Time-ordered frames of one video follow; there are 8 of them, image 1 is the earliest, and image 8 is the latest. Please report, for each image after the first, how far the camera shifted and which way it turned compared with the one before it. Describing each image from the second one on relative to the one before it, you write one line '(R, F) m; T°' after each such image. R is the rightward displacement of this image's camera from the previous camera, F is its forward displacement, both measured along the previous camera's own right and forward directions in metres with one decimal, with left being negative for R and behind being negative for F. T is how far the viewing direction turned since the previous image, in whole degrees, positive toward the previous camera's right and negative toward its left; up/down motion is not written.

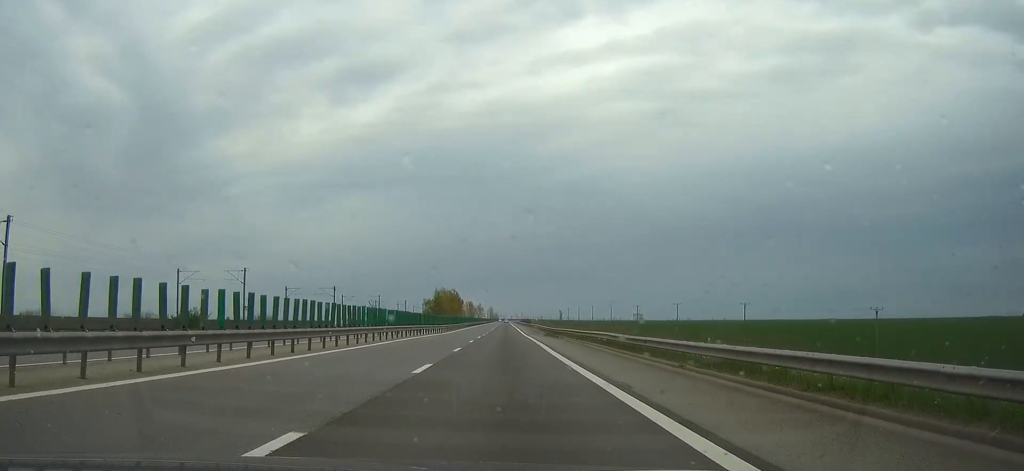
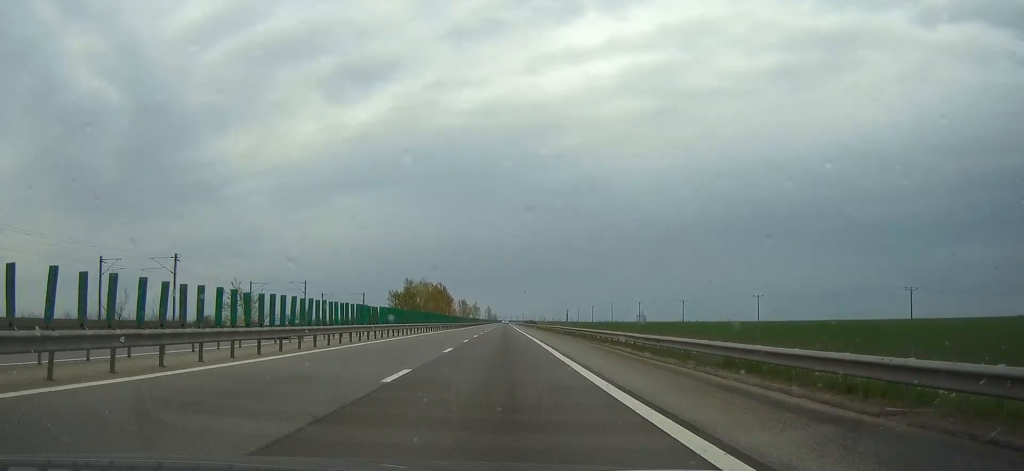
(-0.1, +75.2) m; 0°
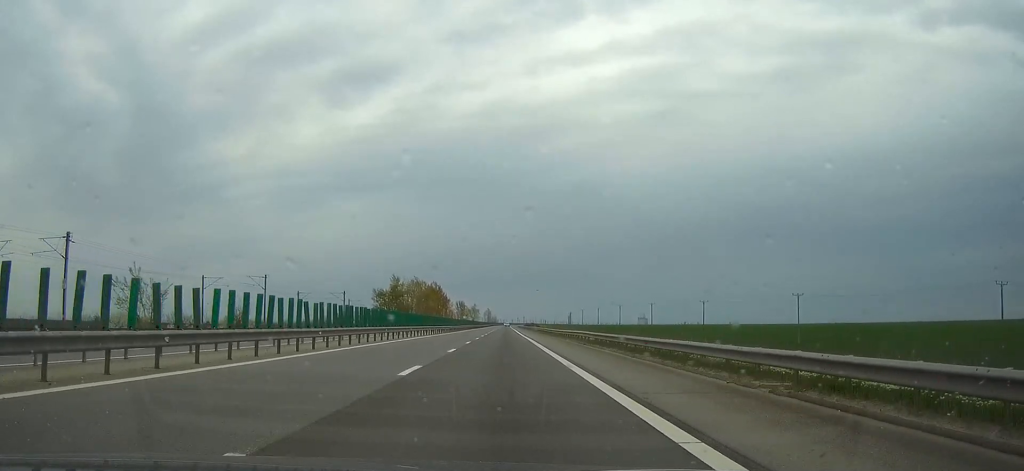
(0.0, +22.3) m; 0°
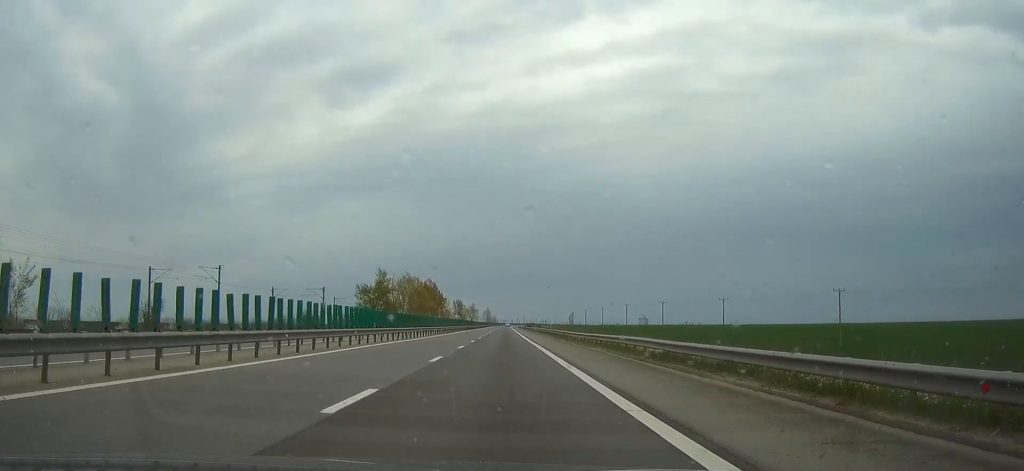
(-0.1, +18.1) m; 0°
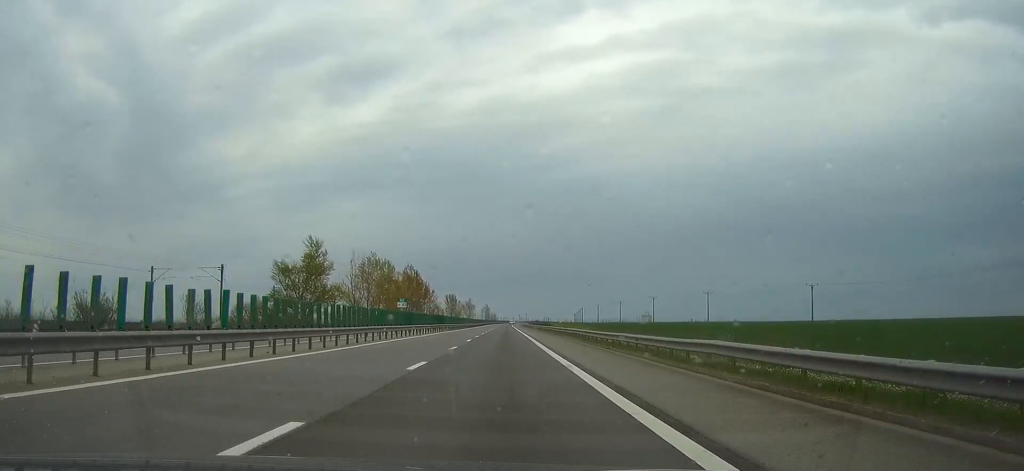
(+0.1, +51.8) m; 0°
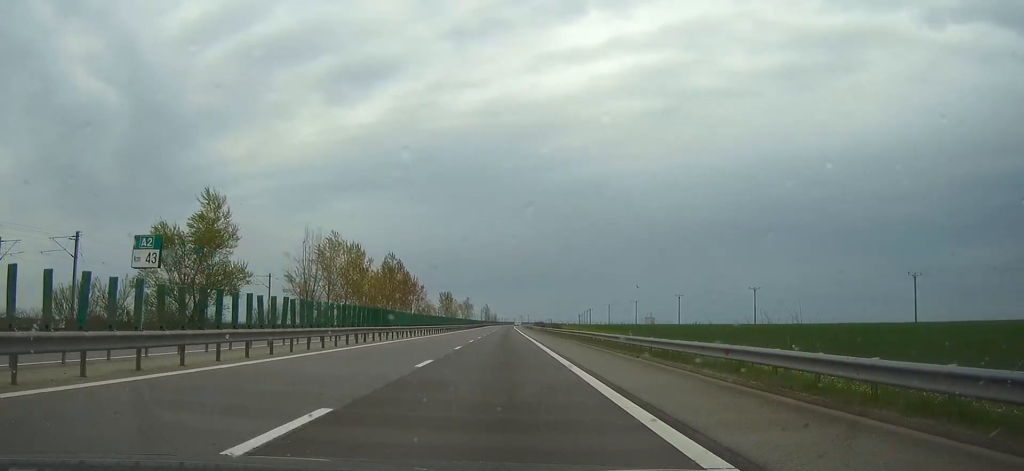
(-0.1, +32.3) m; 0°
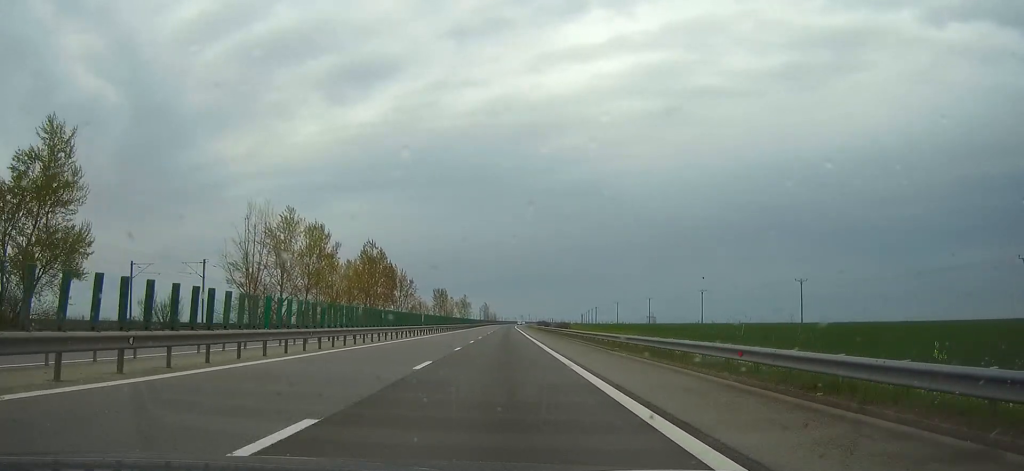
(0.0, +21.3) m; 0°
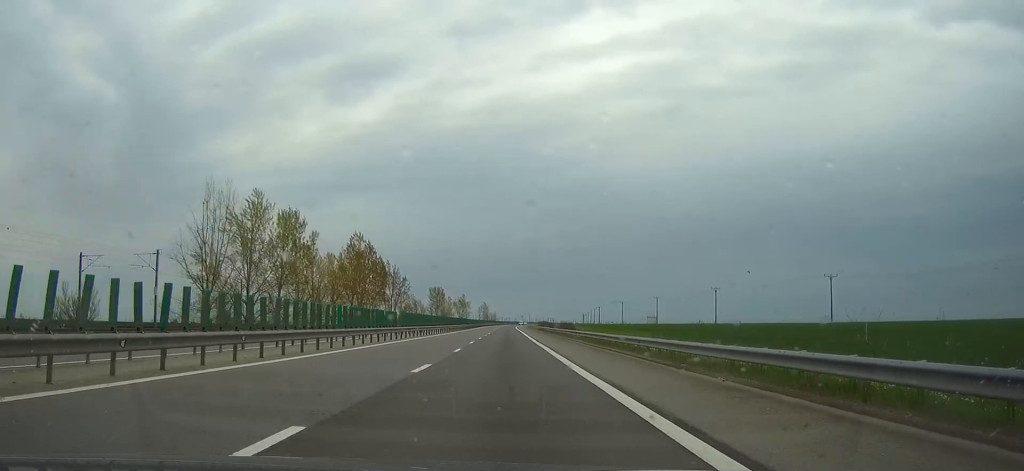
(0.0, +41.8) m; 0°
